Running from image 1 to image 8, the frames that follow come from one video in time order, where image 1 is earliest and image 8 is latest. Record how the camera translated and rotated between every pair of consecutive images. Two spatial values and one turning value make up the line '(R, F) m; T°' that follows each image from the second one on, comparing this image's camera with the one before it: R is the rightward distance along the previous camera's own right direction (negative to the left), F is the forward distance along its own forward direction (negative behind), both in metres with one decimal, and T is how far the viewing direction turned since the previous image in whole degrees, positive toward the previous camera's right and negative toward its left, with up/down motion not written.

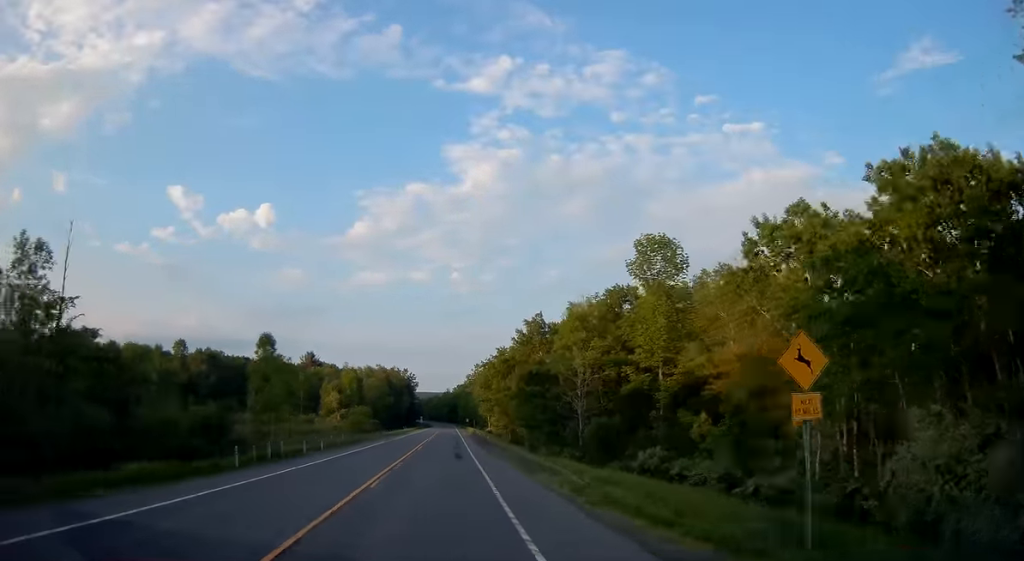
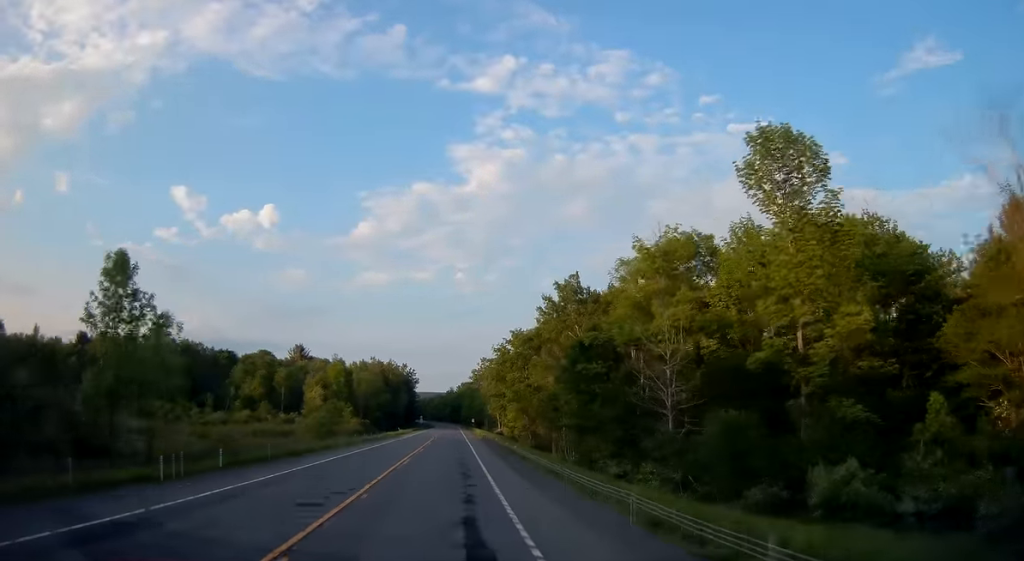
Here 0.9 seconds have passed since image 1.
(0.0, +22.0) m; 0°
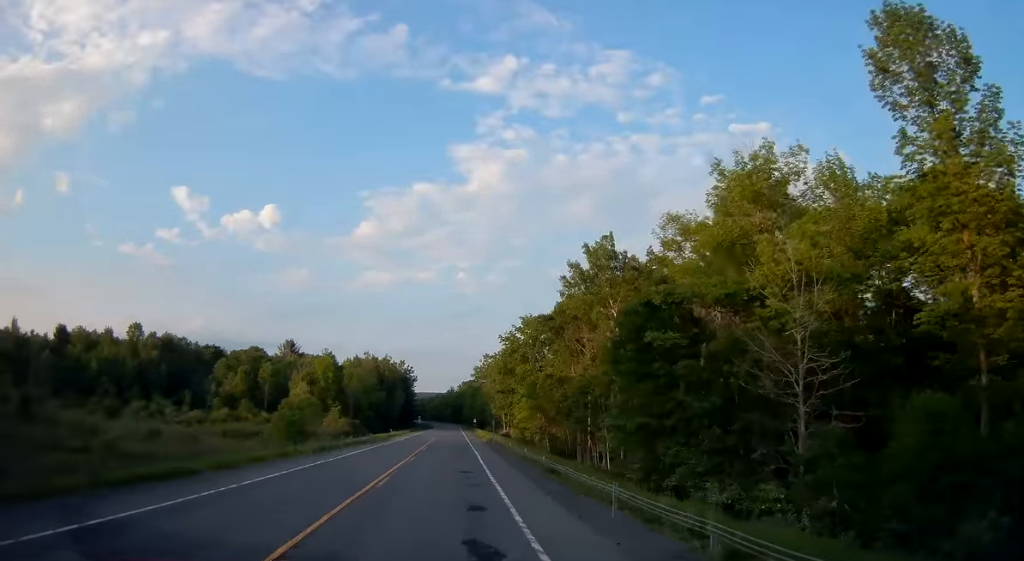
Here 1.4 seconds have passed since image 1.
(+0.1, +13.0) m; 0°
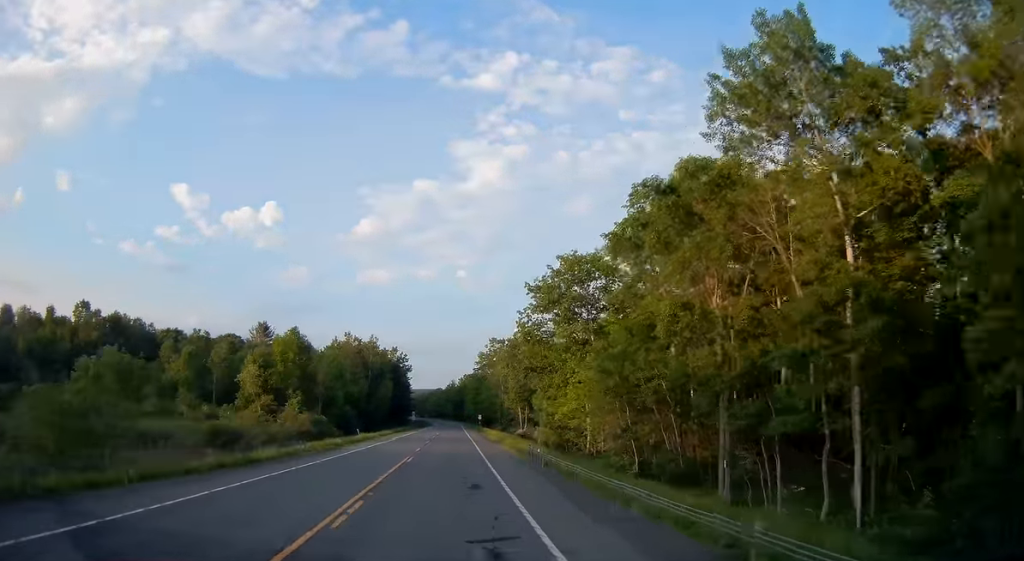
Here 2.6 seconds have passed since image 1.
(-0.2, +29.3) m; 0°
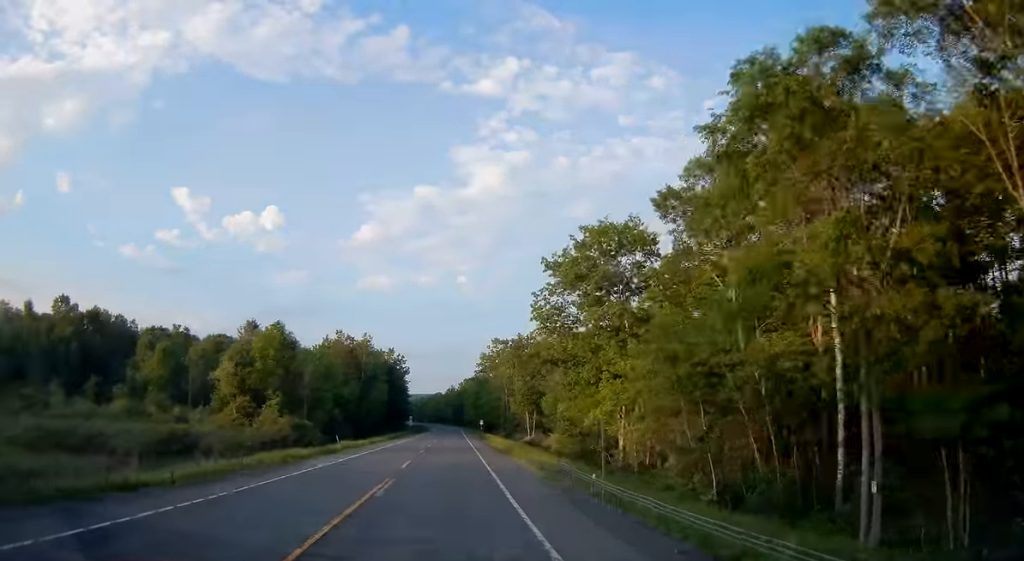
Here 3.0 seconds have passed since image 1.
(0.0, +9.8) m; 0°
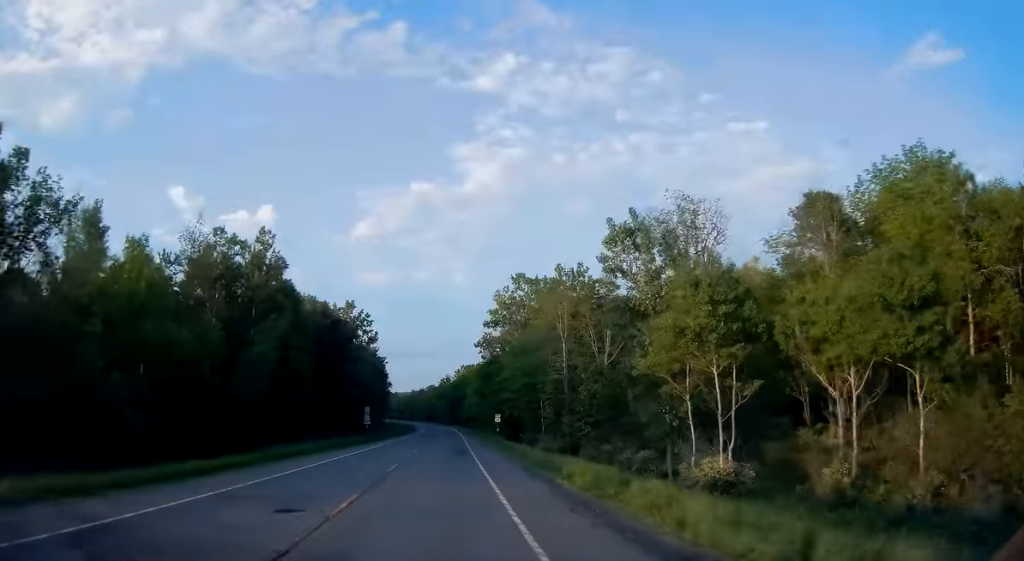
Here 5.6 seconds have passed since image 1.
(+0.2, +61.9) m; 0°
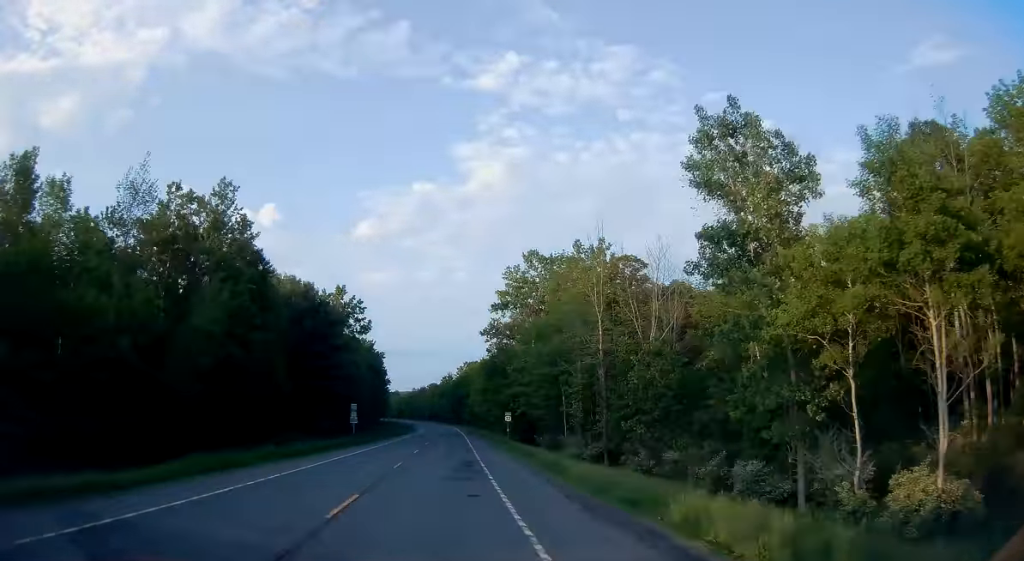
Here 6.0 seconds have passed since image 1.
(0.0, +11.4) m; 0°
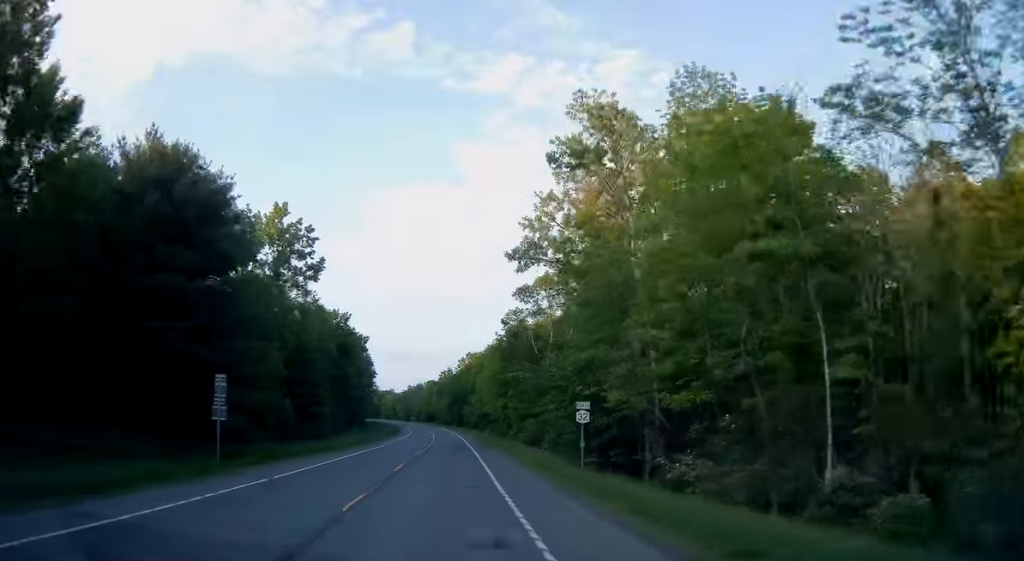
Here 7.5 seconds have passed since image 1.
(+0.3, +36.6) m; 0°
